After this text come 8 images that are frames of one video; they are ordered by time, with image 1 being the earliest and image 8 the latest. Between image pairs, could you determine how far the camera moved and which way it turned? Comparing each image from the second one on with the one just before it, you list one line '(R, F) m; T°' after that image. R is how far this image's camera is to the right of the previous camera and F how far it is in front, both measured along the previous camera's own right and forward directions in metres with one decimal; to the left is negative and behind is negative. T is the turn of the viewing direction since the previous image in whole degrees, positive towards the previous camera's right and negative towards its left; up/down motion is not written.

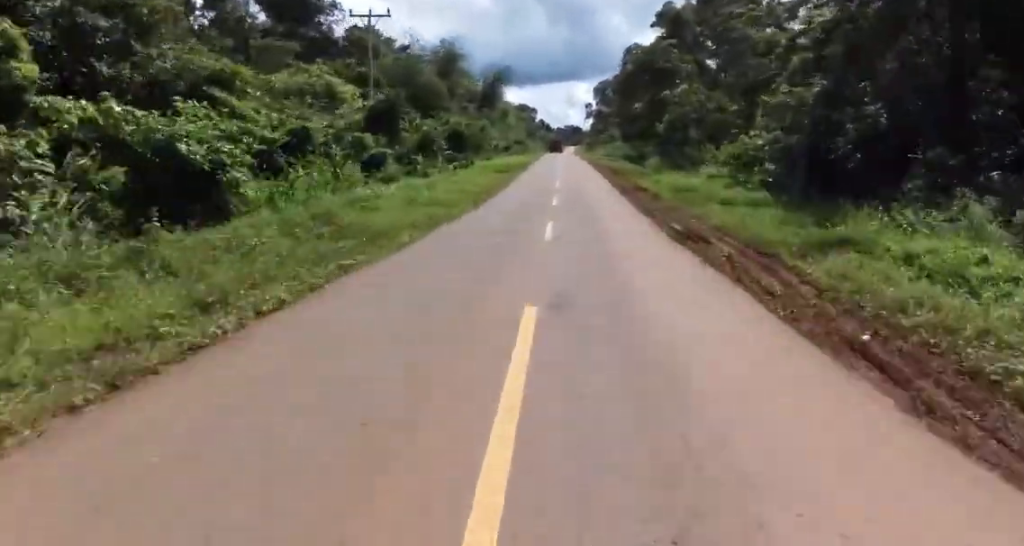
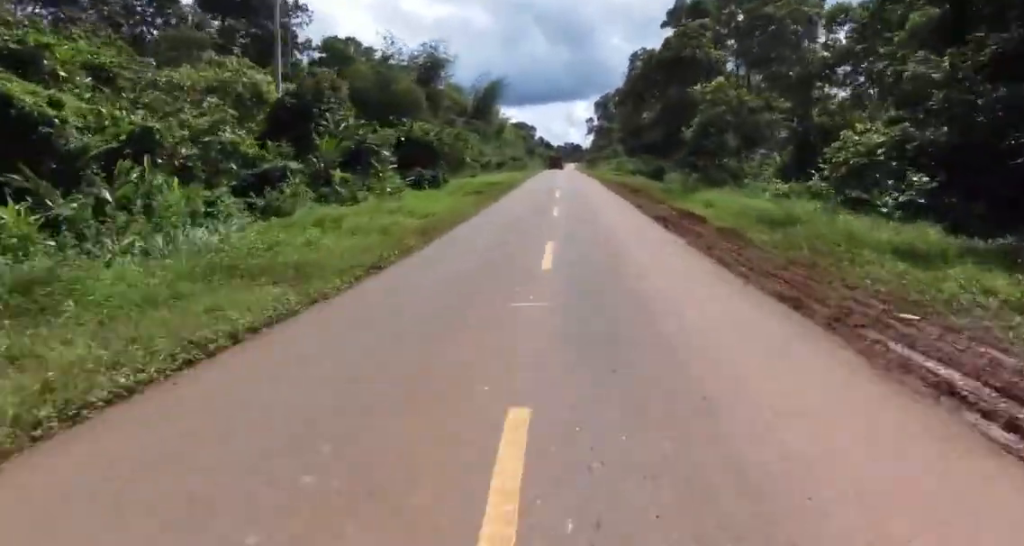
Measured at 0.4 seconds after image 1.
(+0.2, +12.0) m; -1°
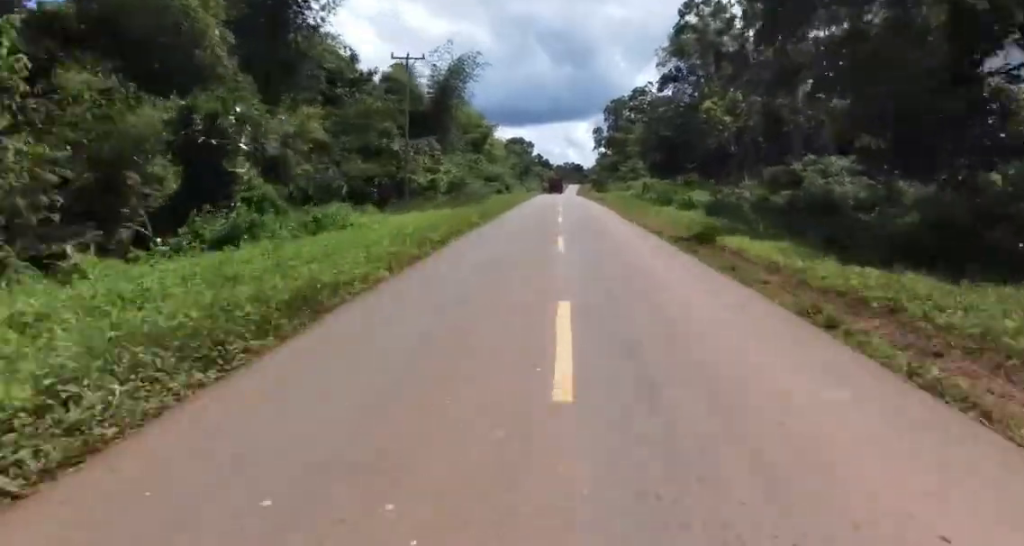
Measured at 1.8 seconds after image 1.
(-1.0, +37.2) m; -3°
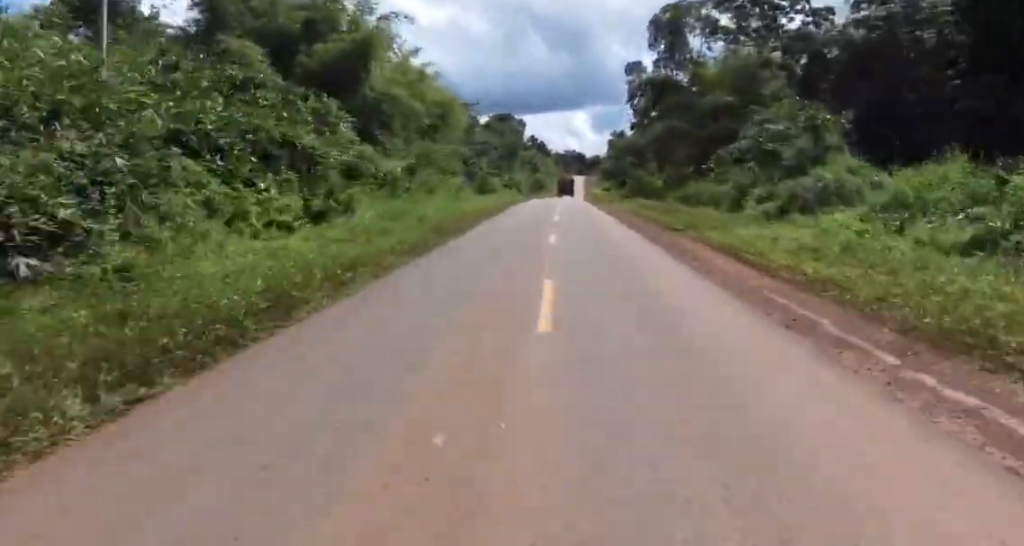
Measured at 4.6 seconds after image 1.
(+0.5, +72.9) m; +2°
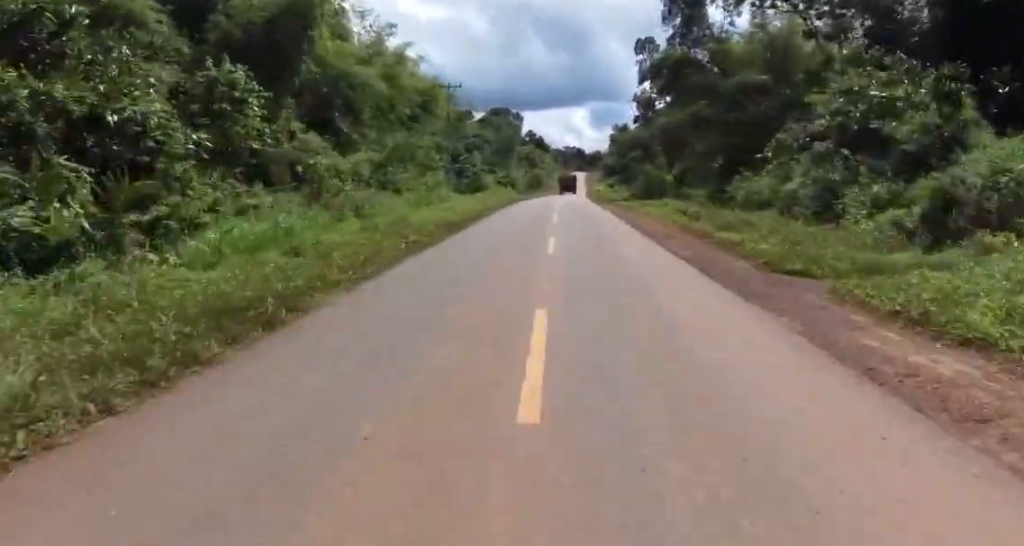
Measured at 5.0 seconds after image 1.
(0.0, +10.6) m; 0°
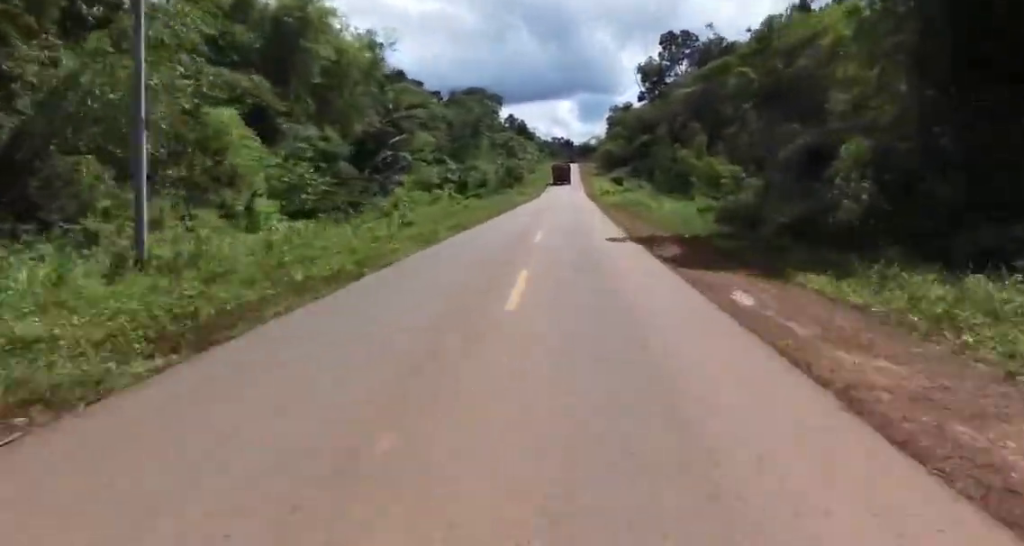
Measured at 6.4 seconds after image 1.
(+0.7, +37.8) m; -1°
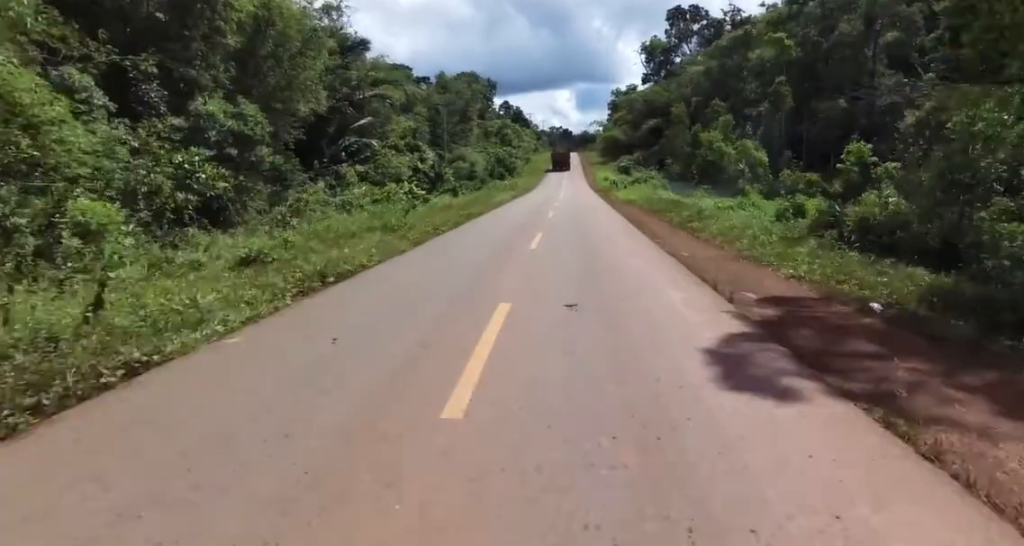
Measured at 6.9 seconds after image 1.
(+0.3, +12.3) m; -1°
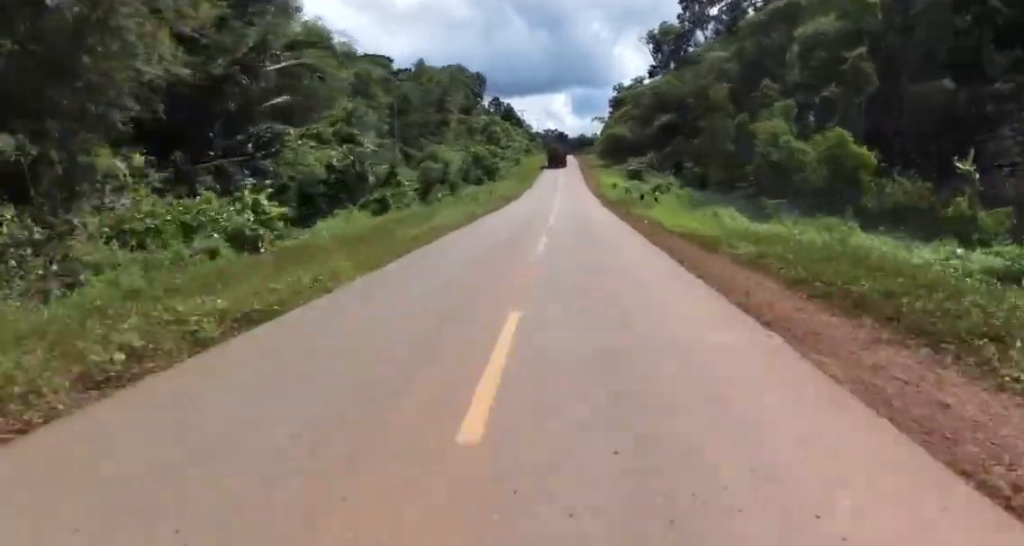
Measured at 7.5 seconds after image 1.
(-0.9, +15.8) m; 0°
